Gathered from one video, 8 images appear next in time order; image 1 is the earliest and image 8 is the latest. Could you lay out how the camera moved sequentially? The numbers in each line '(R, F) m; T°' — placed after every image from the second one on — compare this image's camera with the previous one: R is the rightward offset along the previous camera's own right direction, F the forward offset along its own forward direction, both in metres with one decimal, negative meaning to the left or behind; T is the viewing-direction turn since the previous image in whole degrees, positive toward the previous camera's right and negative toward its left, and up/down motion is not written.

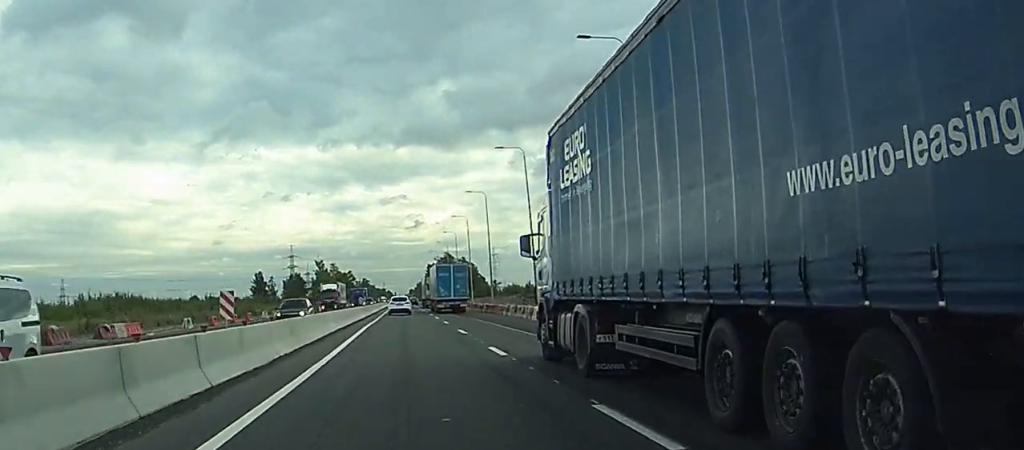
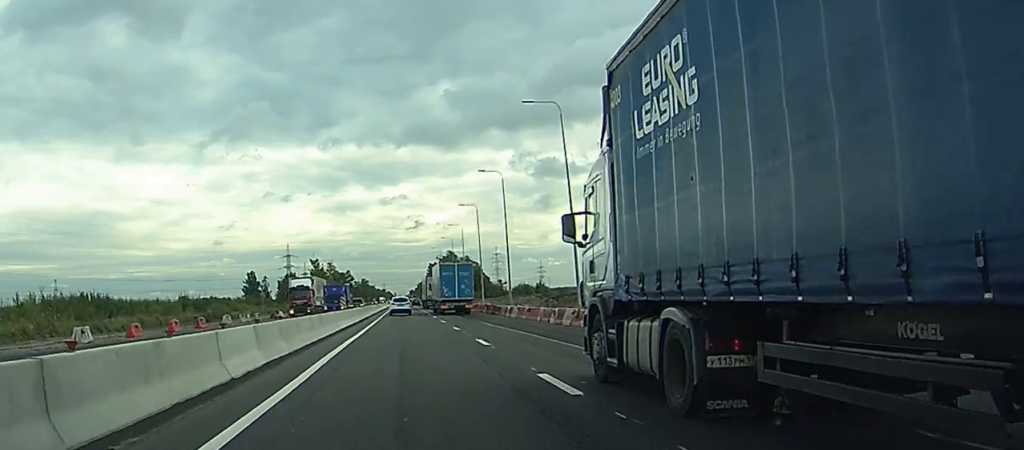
(-0.1, +19.5) m; 0°
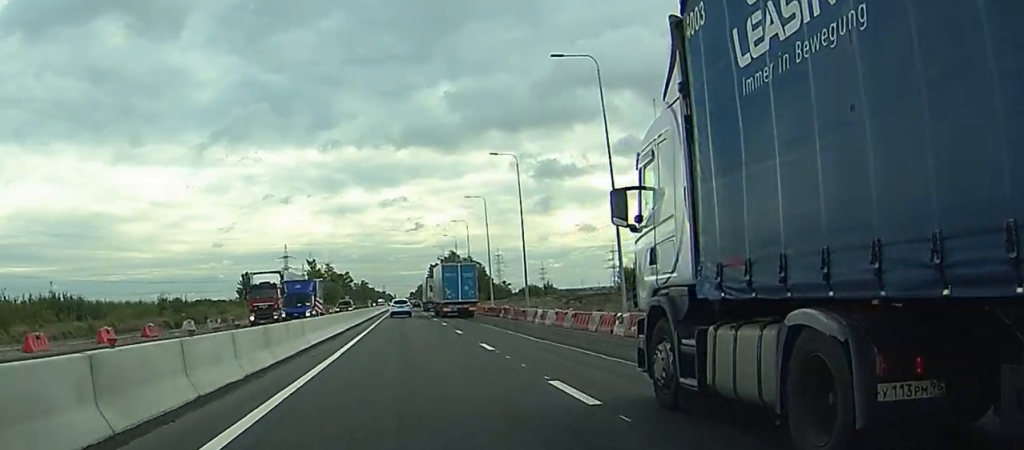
(-0.1, +12.7) m; 0°
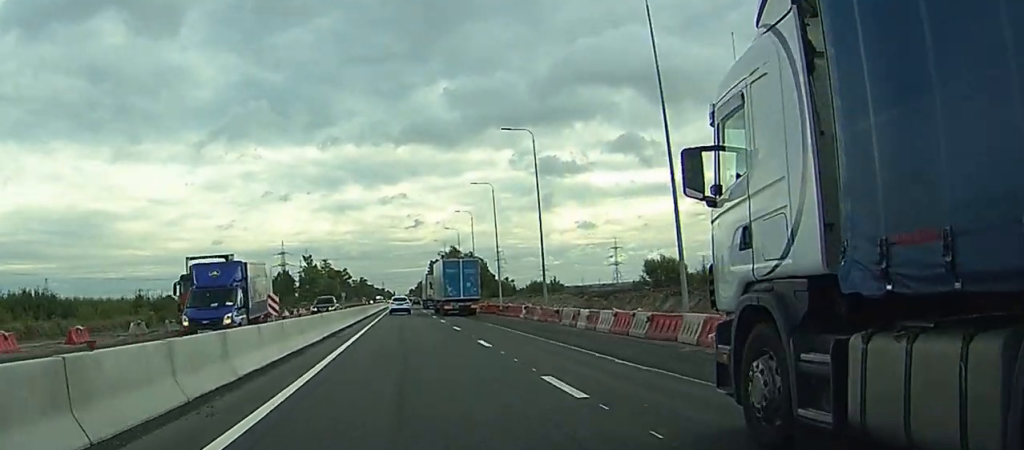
(0.0, +11.1) m; 0°
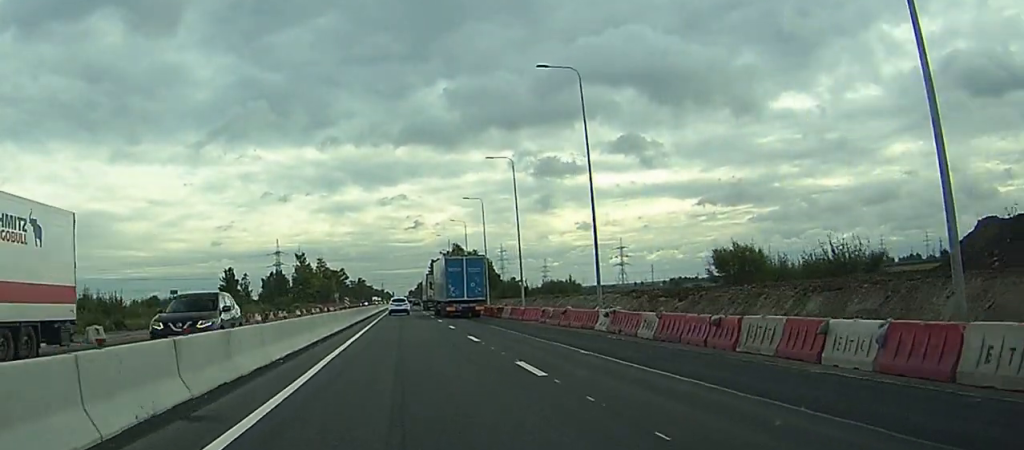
(+0.1, +20.5) m; 0°
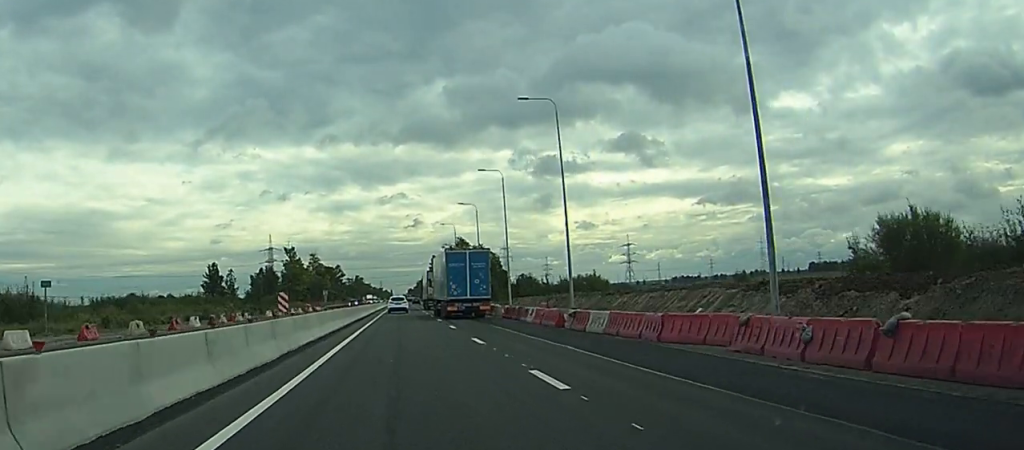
(0.0, +25.9) m; 0°
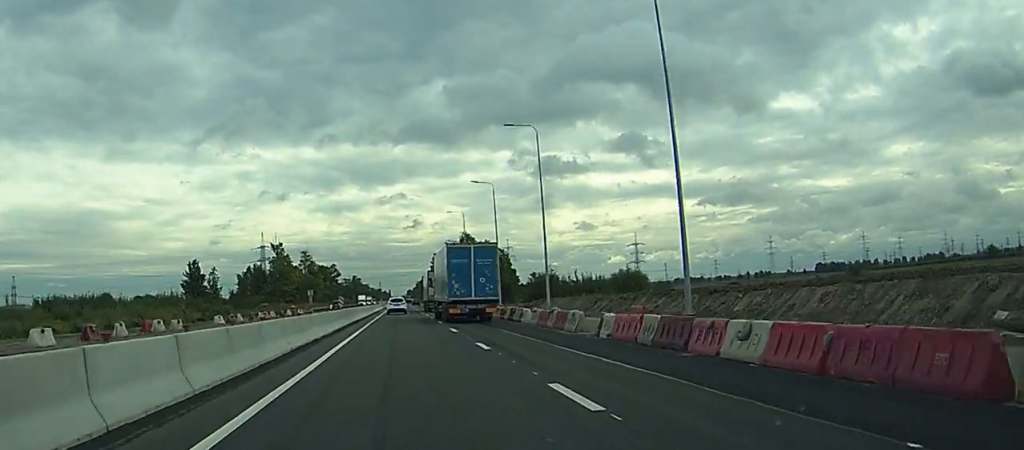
(-0.1, +26.1) m; 0°
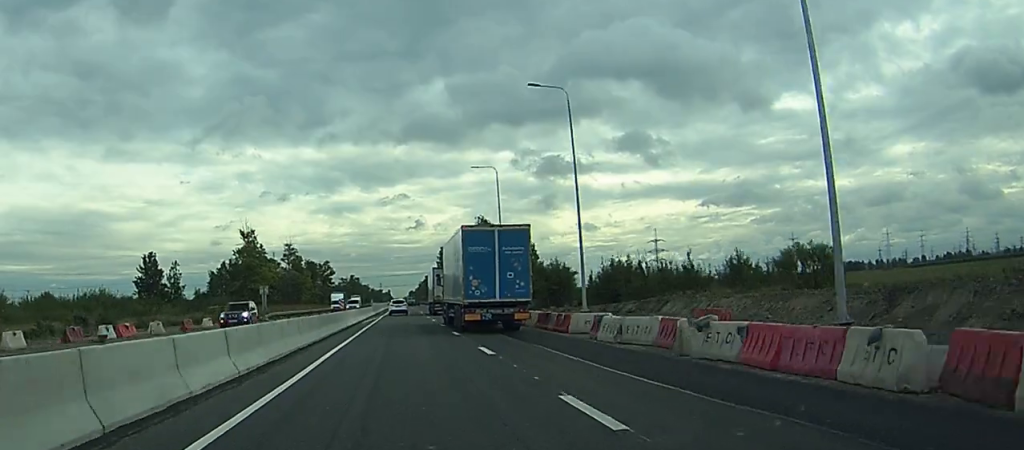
(+0.2, +49.3) m; +2°
